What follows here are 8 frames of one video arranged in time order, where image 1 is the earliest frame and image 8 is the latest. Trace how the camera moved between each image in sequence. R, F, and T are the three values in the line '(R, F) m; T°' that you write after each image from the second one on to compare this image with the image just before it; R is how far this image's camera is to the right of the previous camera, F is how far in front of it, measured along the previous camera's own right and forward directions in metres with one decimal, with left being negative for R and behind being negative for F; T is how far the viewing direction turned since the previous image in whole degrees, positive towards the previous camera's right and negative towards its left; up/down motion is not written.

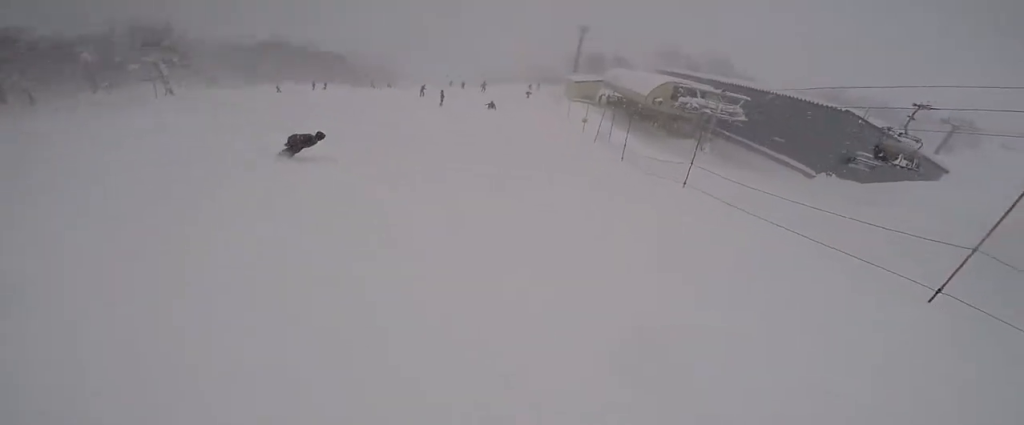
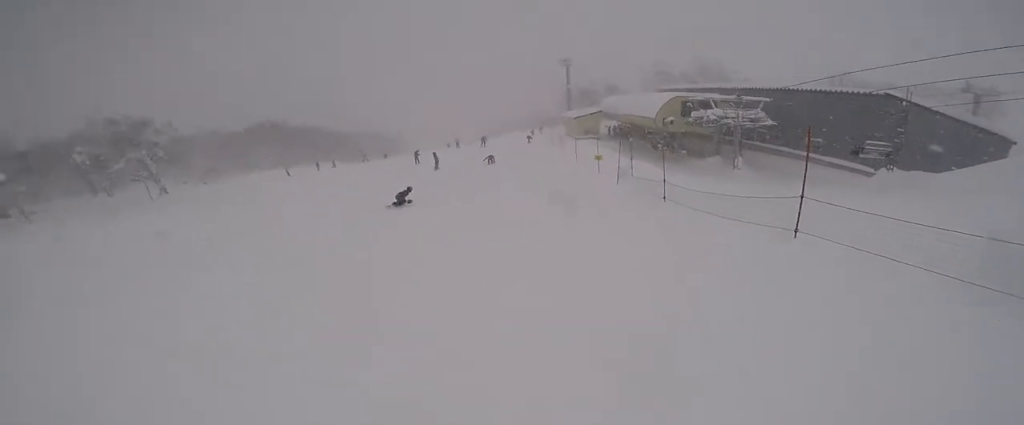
(+0.1, +5.3) m; +10°
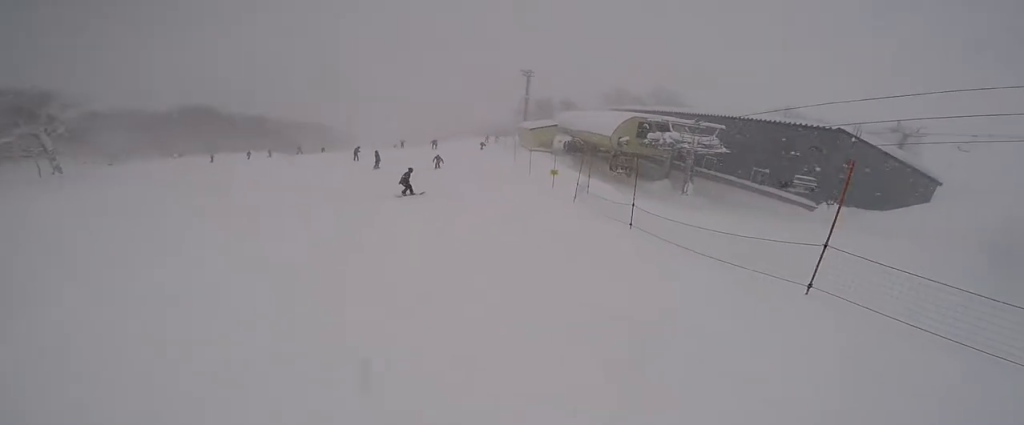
(+0.1, +2.2) m; +3°
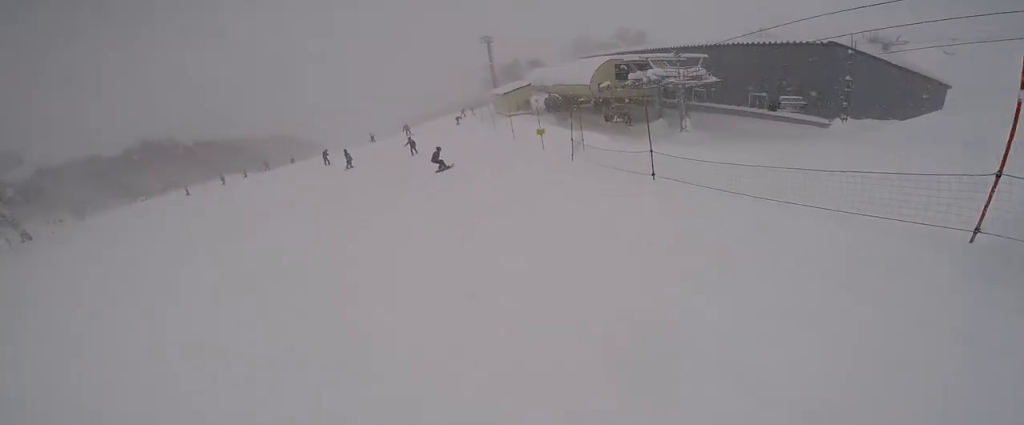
(+0.4, +2.3) m; -2°
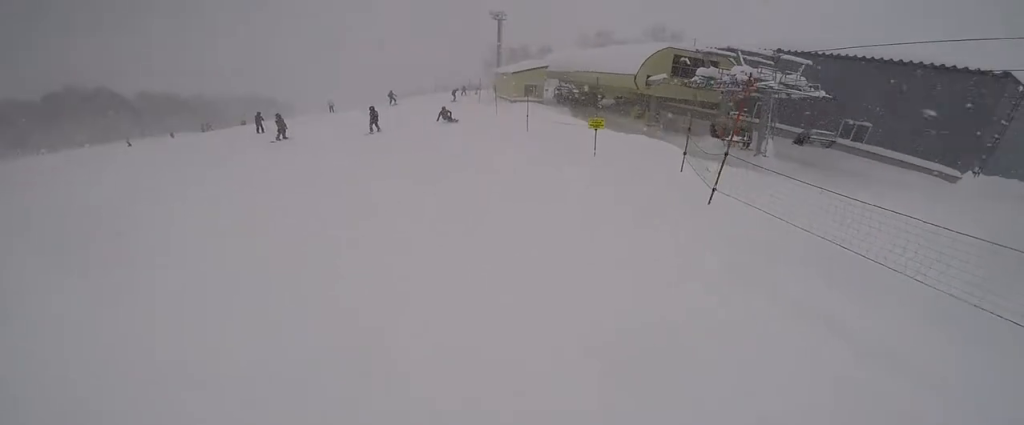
(-0.8, +9.0) m; -2°
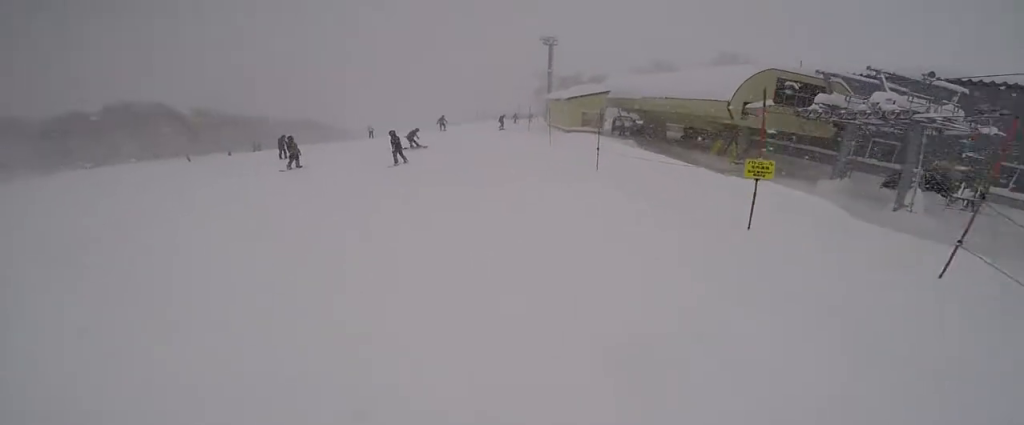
(+0.9, +4.7) m; +2°
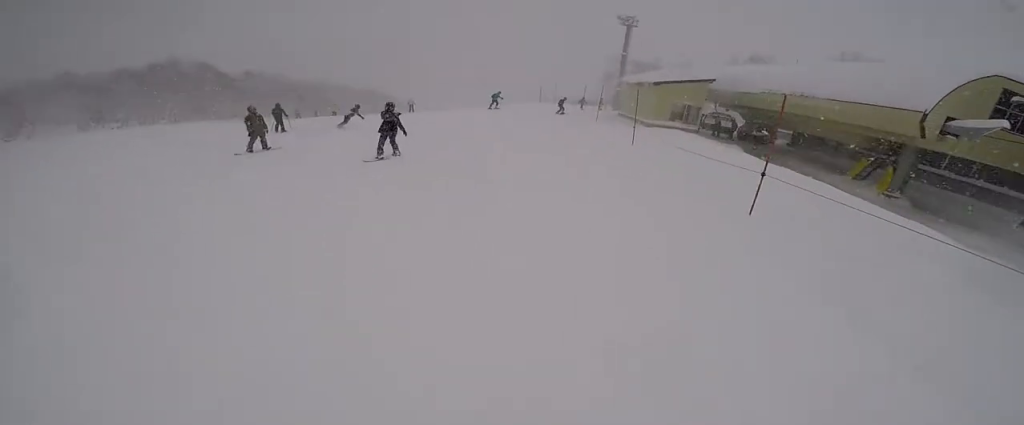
(-1.0, +5.5) m; -12°
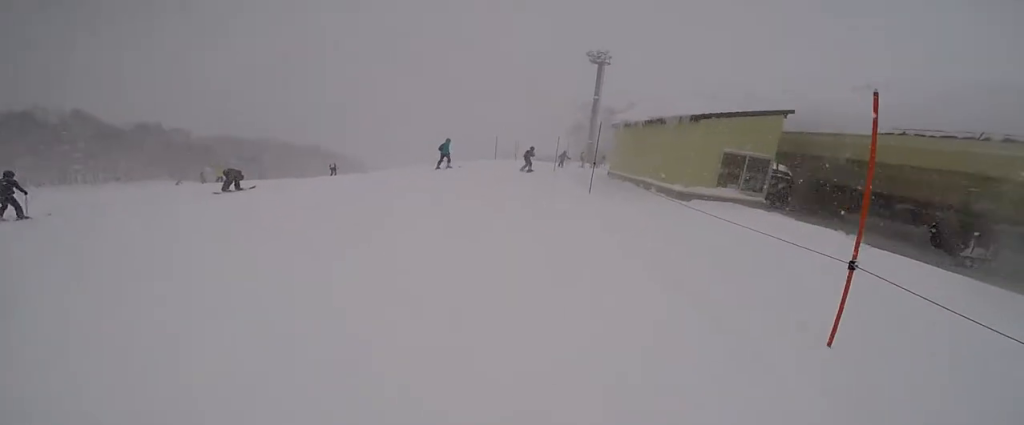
(+2.1, +9.0) m; +17°
